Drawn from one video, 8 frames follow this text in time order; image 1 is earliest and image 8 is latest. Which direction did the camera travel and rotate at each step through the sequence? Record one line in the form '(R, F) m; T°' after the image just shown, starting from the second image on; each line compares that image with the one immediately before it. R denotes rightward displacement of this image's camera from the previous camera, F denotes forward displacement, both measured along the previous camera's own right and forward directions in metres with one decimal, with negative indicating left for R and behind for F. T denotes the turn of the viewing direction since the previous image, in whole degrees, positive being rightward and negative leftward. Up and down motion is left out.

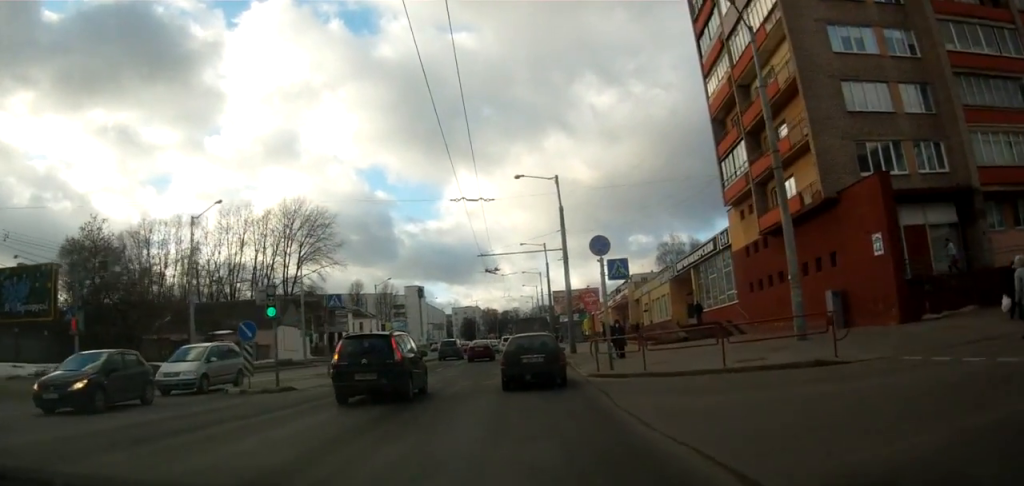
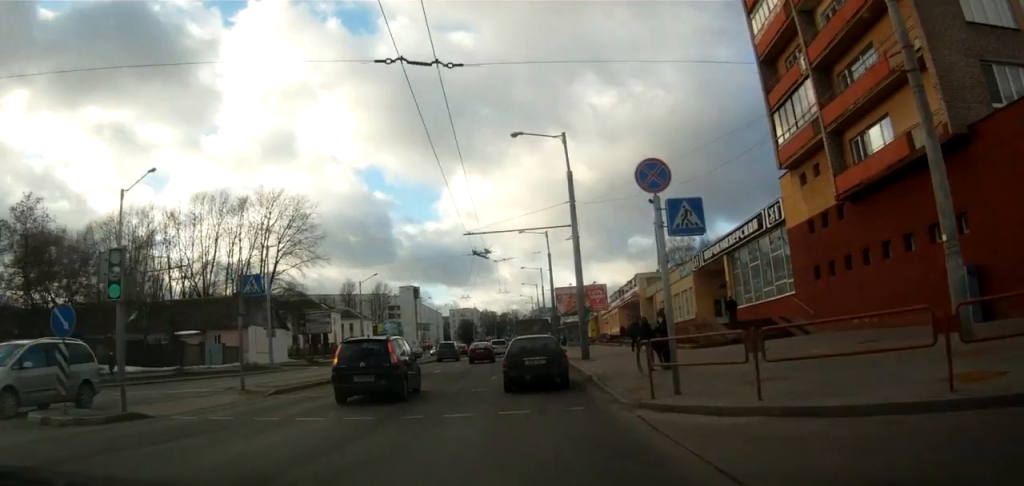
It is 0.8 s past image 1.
(-1.0, +9.1) m; 0°
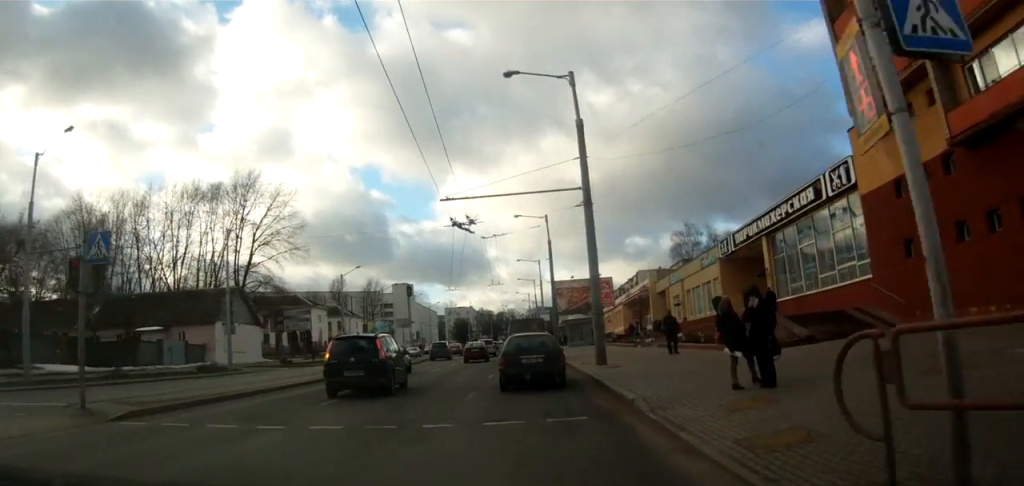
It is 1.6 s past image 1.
(+0.8, +7.8) m; +4°
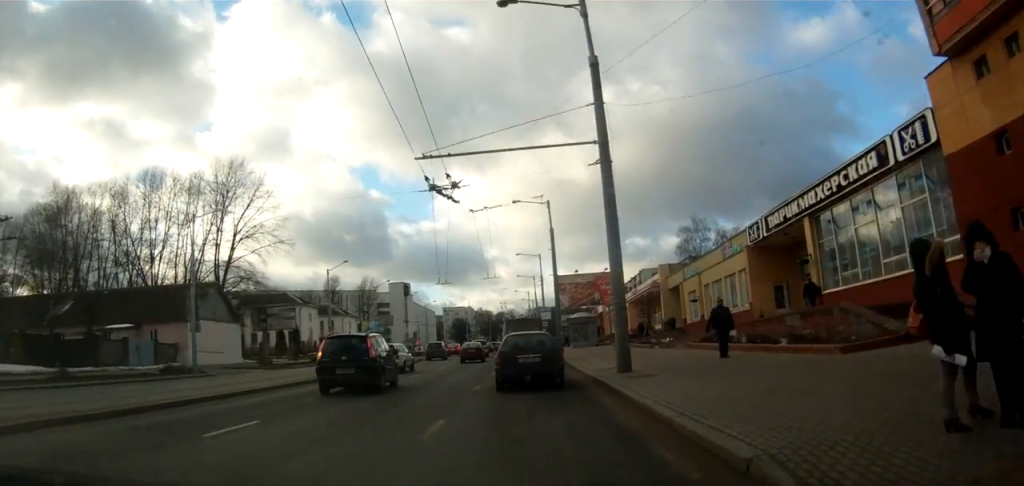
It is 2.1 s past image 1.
(+0.2, +6.1) m; 0°
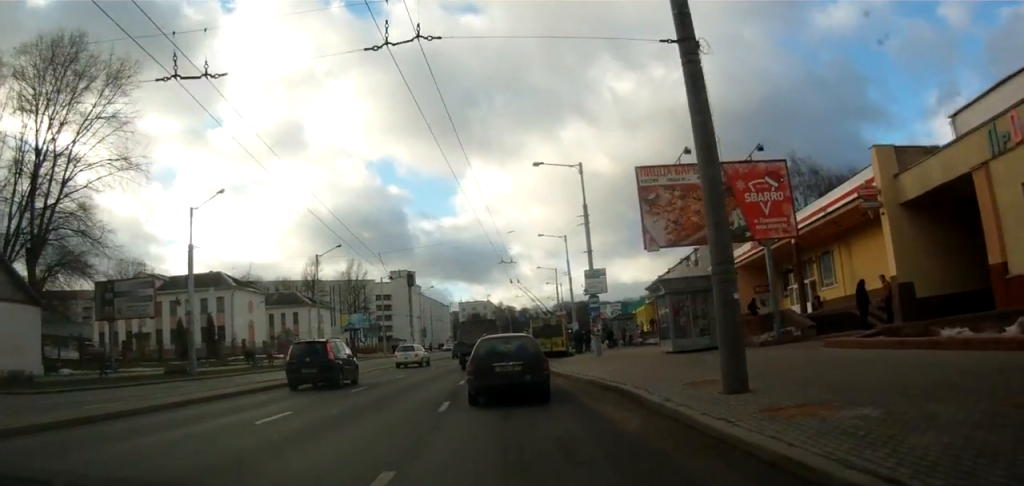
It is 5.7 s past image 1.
(-3.1, +37.1) m; -6°
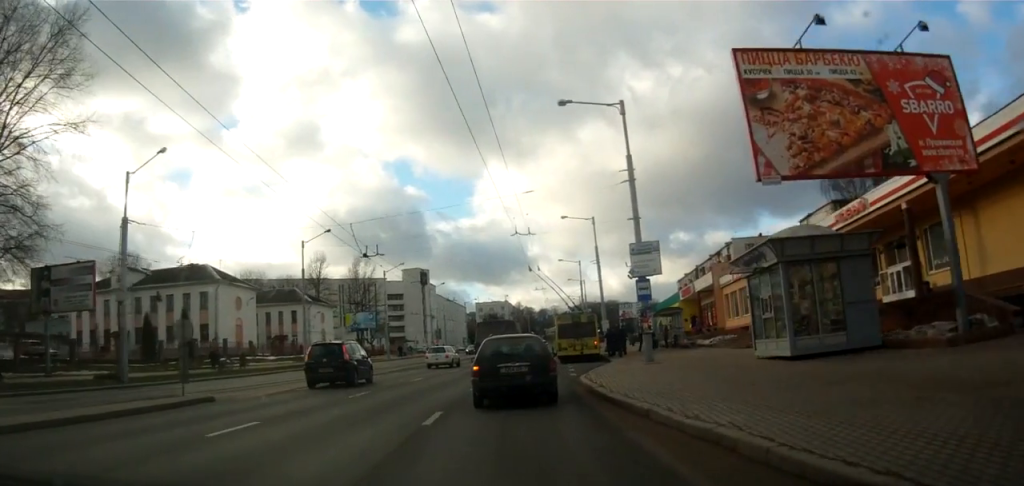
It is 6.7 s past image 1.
(-0.4, +9.8) m; -3°
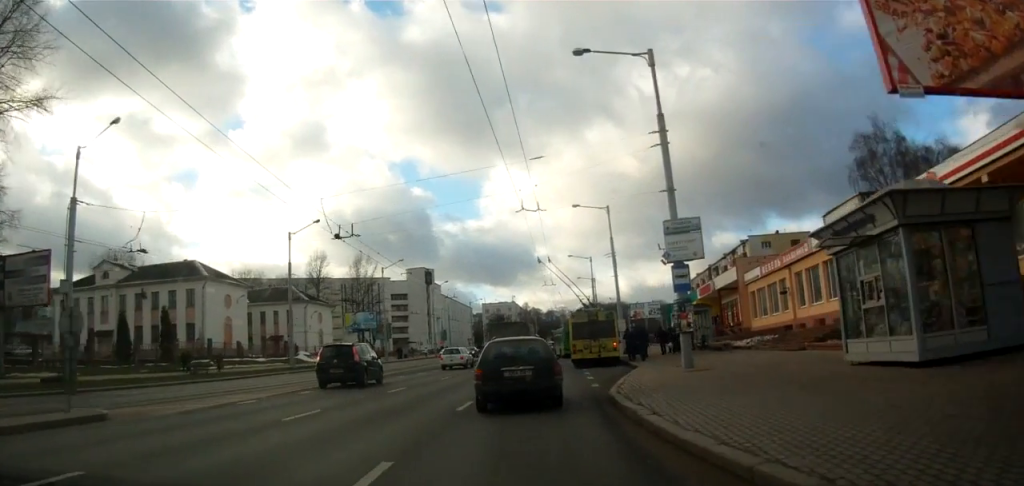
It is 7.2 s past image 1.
(0.0, +5.0) m; -1°
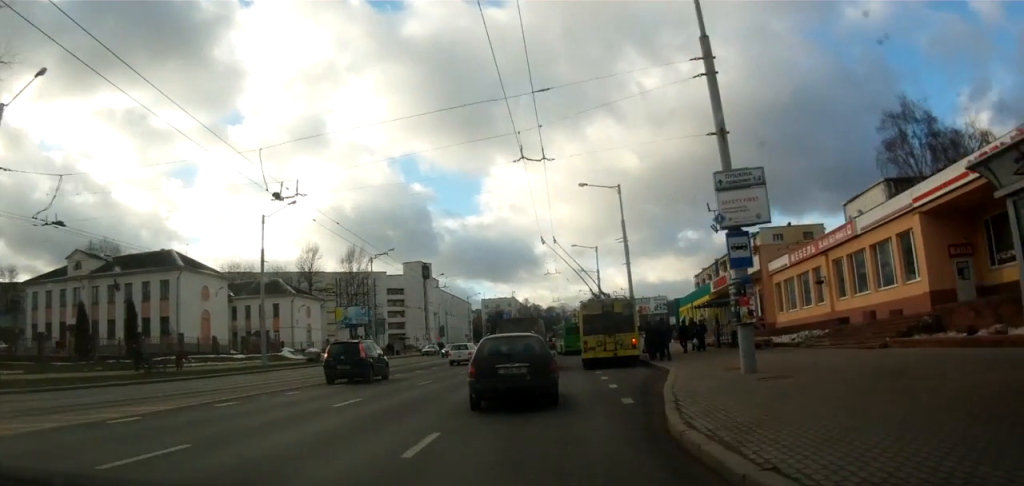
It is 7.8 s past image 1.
(0.0, +5.7) m; 0°
